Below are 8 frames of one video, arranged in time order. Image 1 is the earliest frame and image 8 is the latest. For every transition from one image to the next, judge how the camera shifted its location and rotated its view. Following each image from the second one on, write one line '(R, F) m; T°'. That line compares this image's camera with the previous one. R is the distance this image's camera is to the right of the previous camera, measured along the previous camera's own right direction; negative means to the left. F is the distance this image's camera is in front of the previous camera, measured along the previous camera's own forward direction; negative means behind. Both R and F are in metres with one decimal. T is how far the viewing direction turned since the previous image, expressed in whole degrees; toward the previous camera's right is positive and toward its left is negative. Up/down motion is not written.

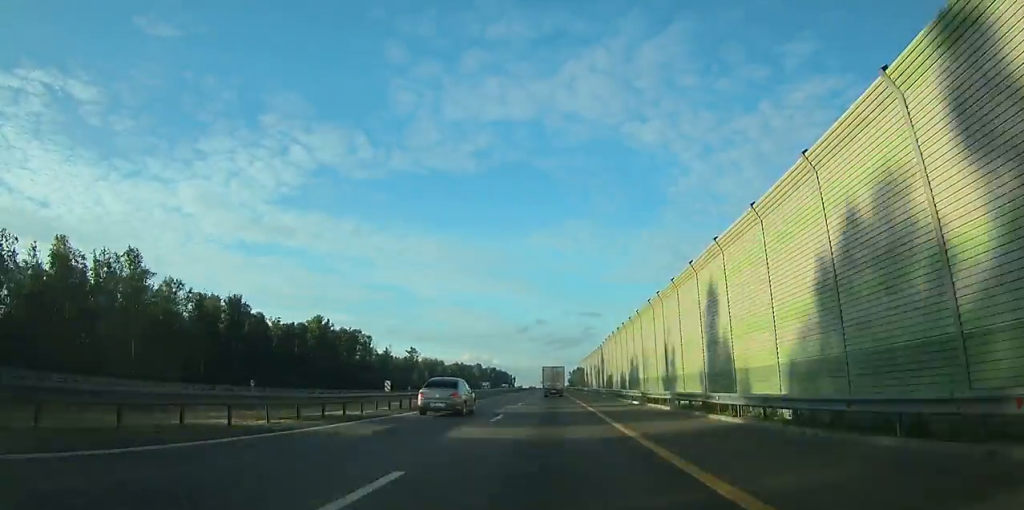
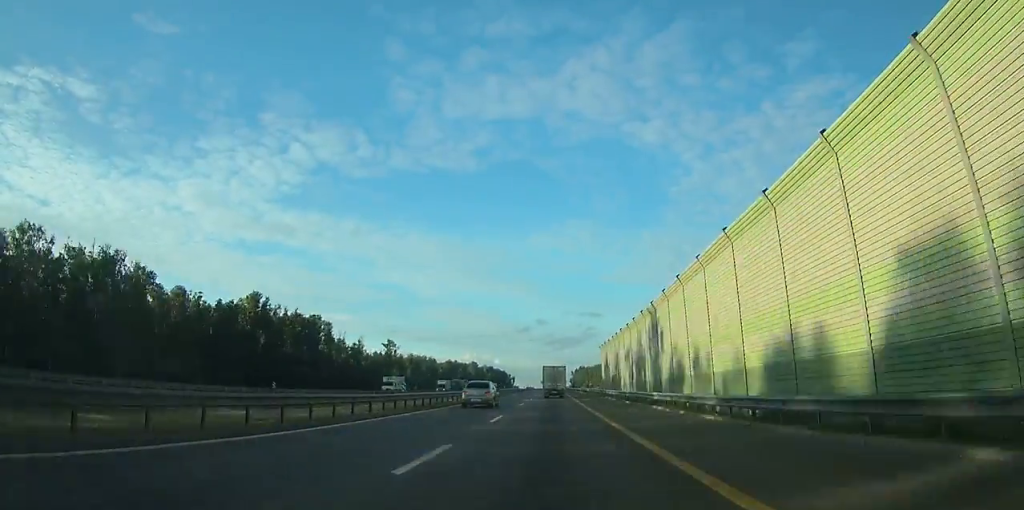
(0.0, +36.7) m; 0°
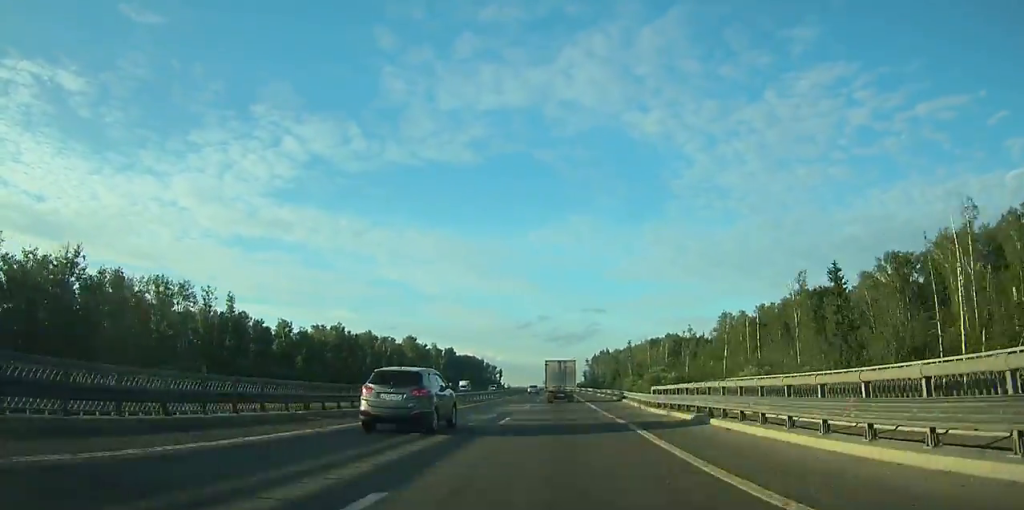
(-0.6, +222.0) m; 0°
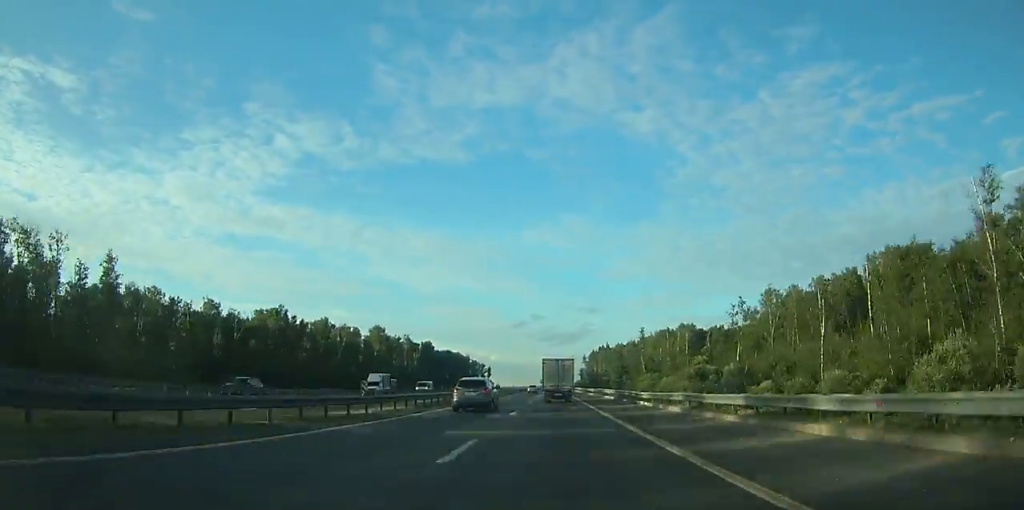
(+0.1, +41.7) m; 0°
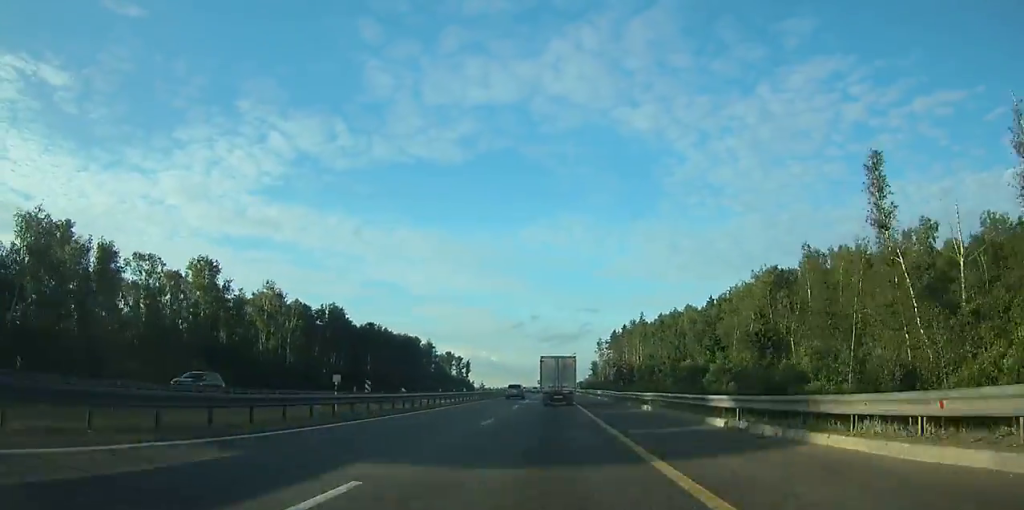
(+0.3, +112.9) m; 0°
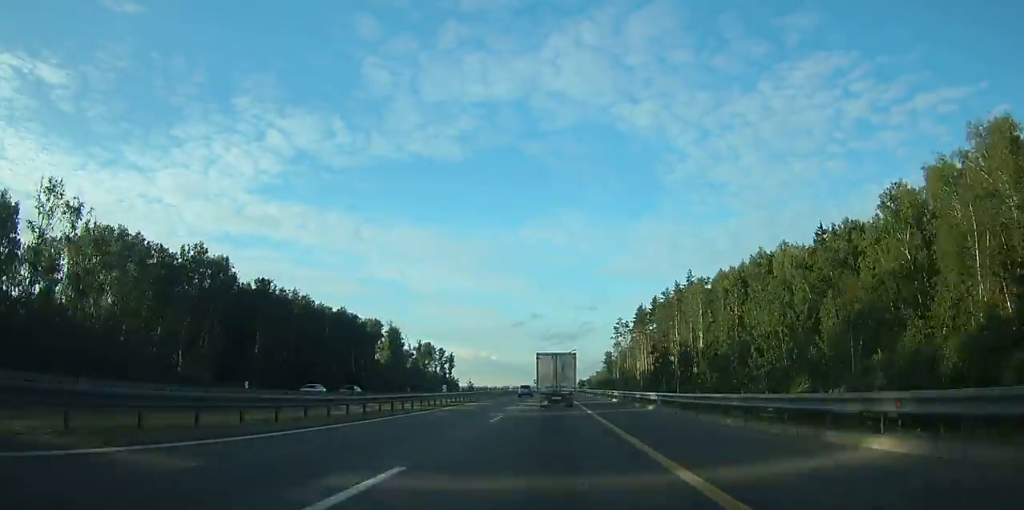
(-0.2, +65.6) m; 0°
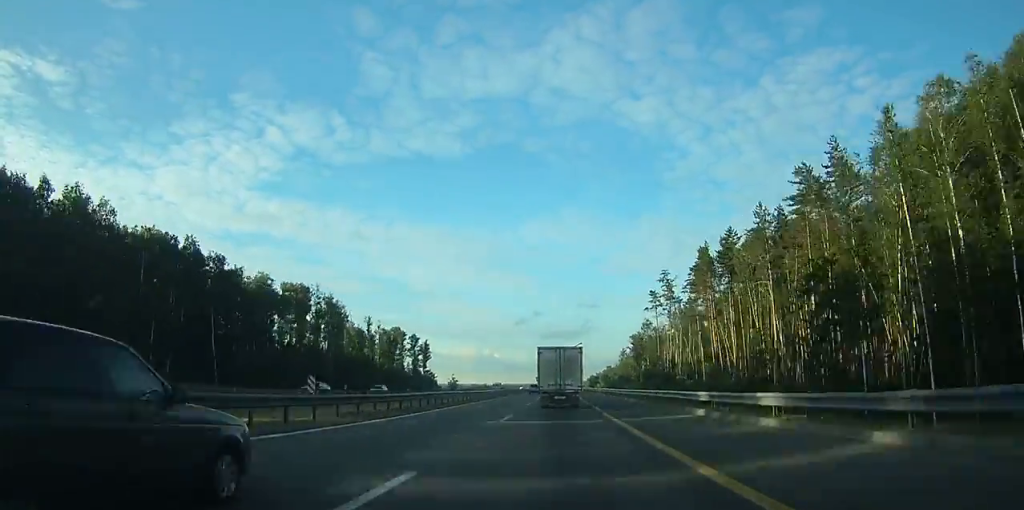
(-0.2, +69.8) m; 0°
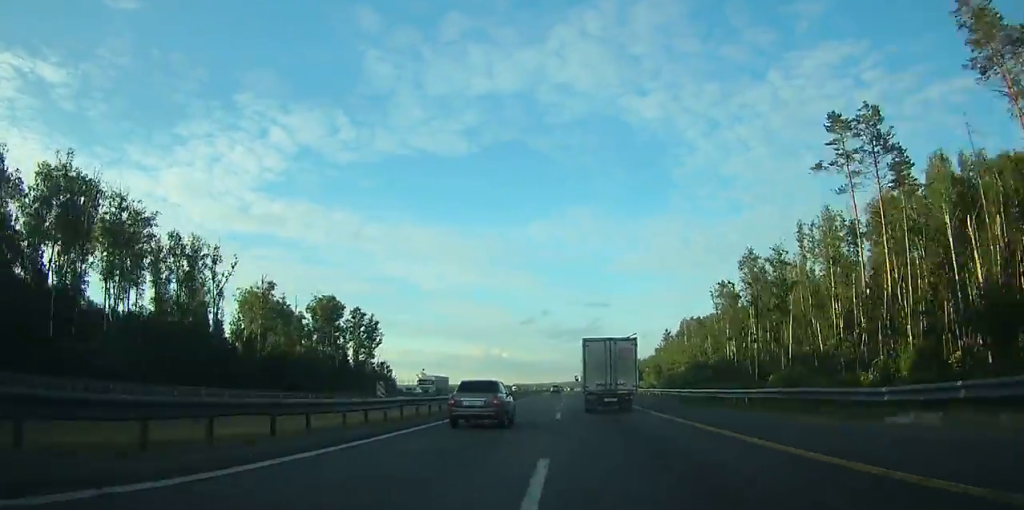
(-0.2, +86.3) m; 0°
